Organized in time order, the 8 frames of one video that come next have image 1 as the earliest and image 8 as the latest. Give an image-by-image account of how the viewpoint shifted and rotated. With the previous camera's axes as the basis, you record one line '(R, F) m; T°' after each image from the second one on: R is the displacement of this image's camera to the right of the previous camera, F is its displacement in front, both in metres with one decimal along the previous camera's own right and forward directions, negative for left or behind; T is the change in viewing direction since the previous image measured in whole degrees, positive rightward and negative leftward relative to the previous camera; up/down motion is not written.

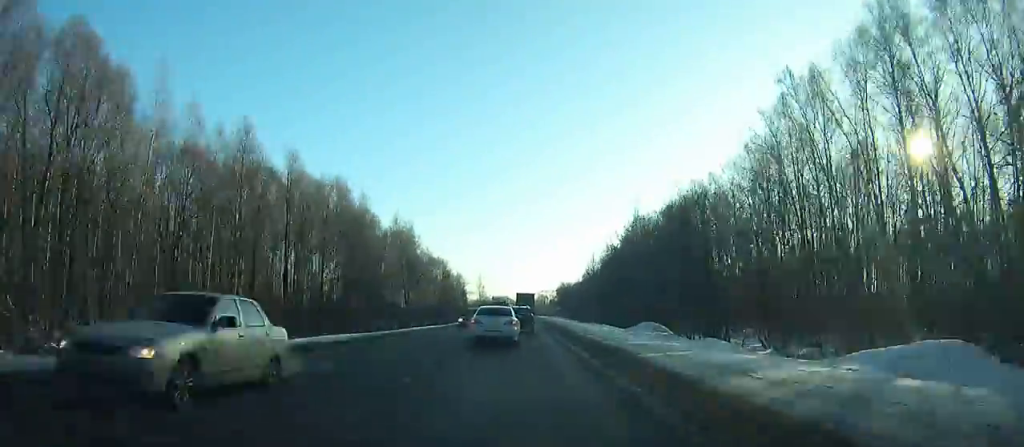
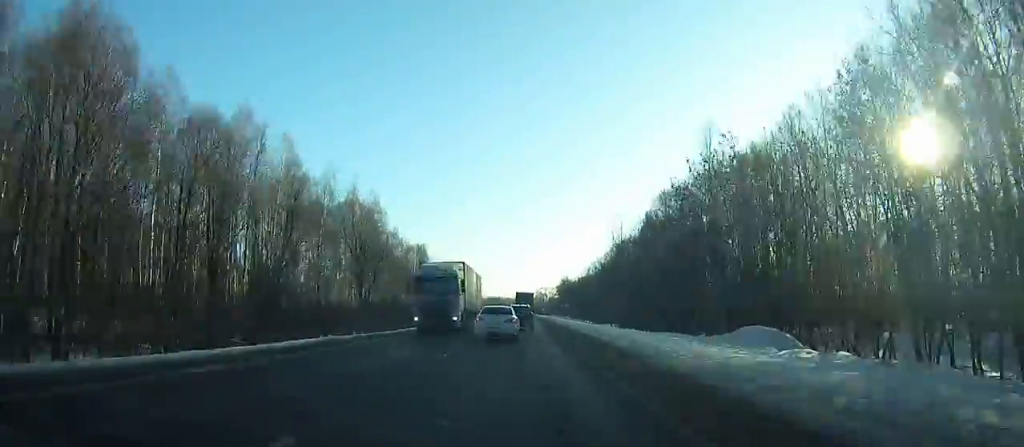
(+0.1, +31.6) m; 0°
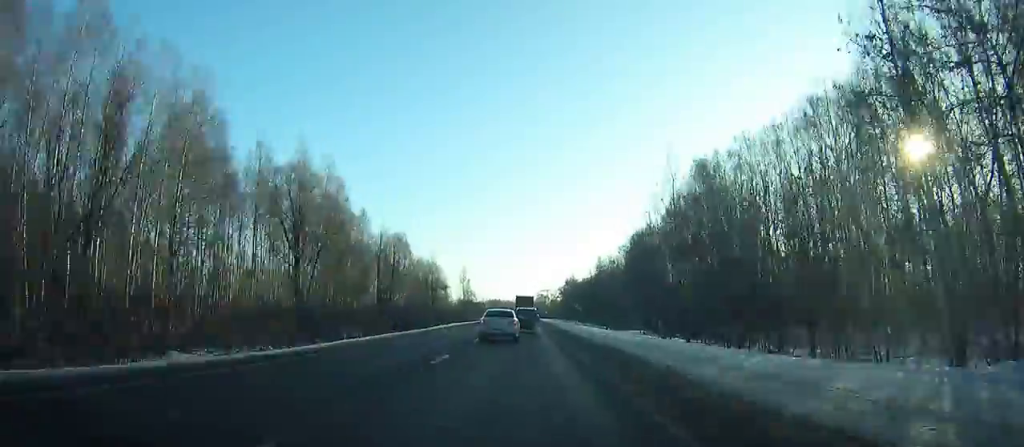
(+0.1, +24.3) m; 0°
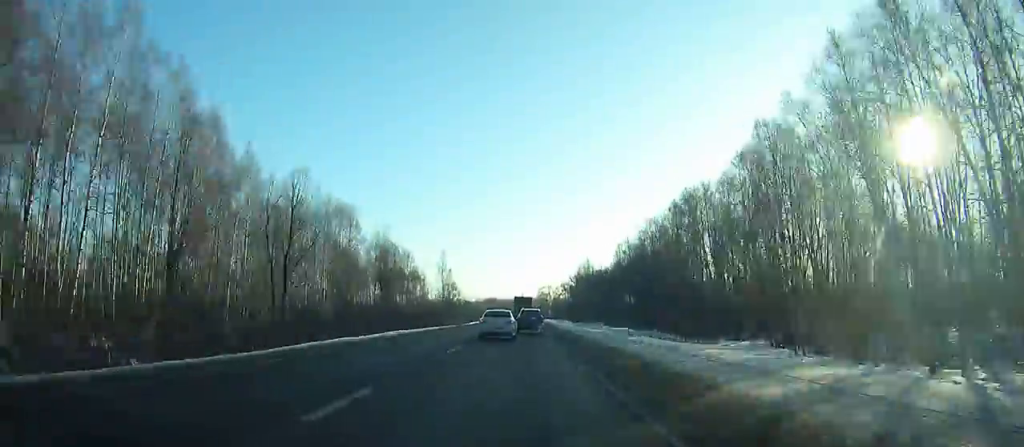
(0.0, +43.3) m; 0°
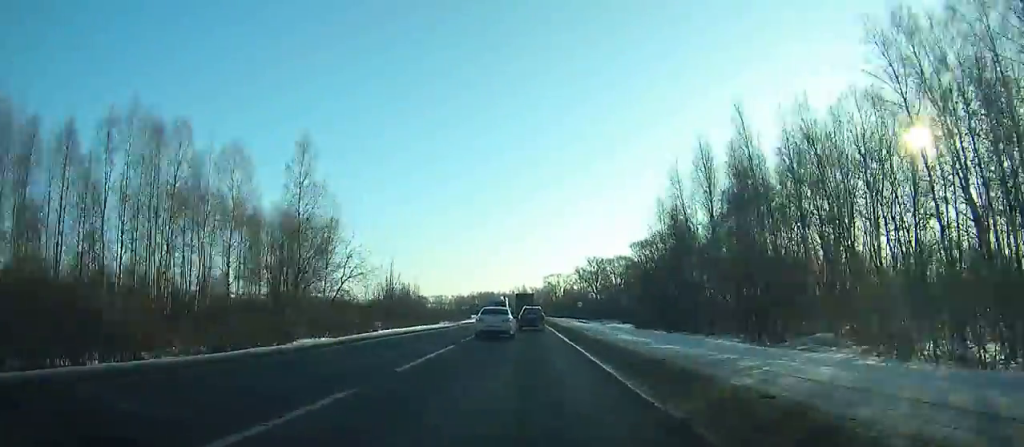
(-0.1, +89.9) m; 0°
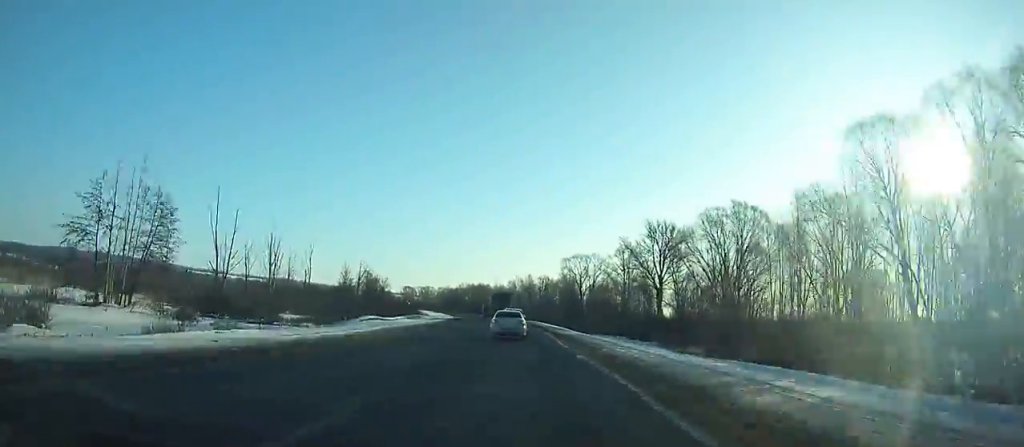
(-0.6, +111.6) m; -1°
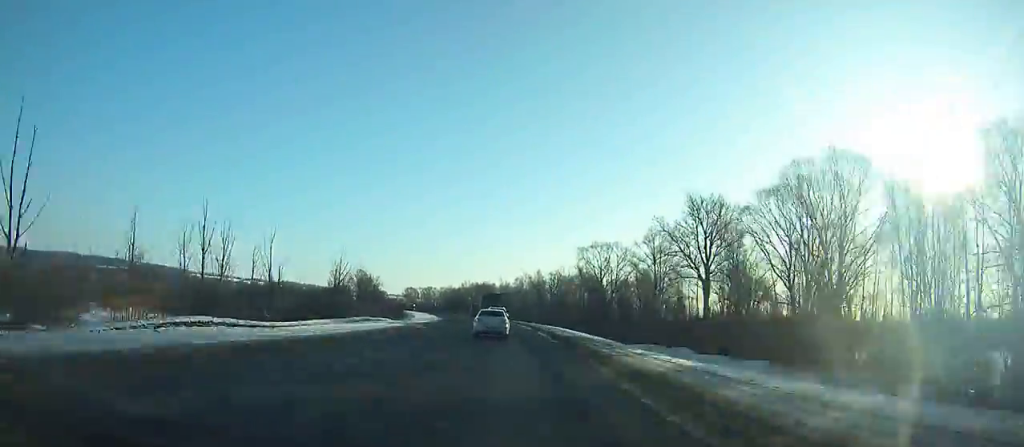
(-0.4, +29.8) m; -2°
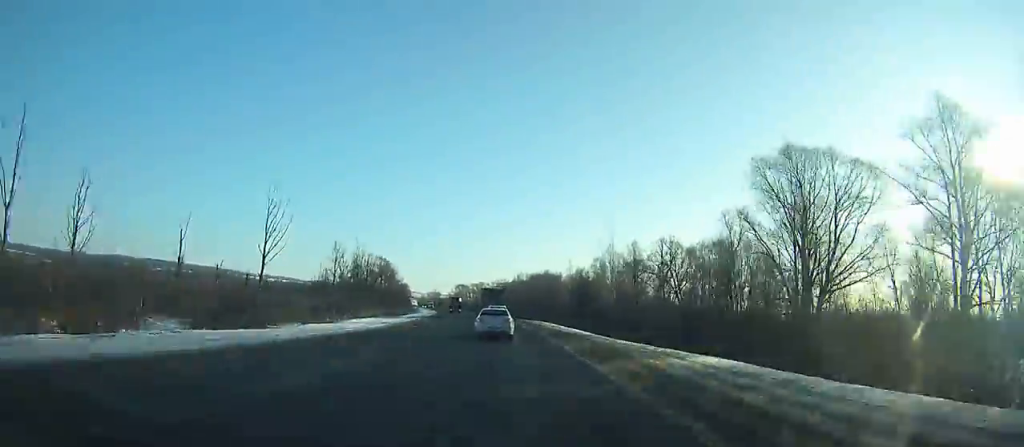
(-3.0, +83.3) m; -6°
